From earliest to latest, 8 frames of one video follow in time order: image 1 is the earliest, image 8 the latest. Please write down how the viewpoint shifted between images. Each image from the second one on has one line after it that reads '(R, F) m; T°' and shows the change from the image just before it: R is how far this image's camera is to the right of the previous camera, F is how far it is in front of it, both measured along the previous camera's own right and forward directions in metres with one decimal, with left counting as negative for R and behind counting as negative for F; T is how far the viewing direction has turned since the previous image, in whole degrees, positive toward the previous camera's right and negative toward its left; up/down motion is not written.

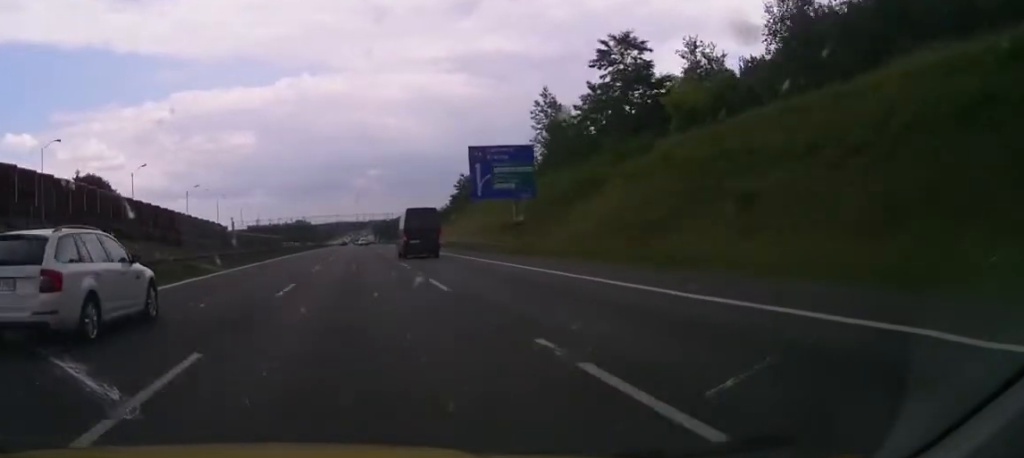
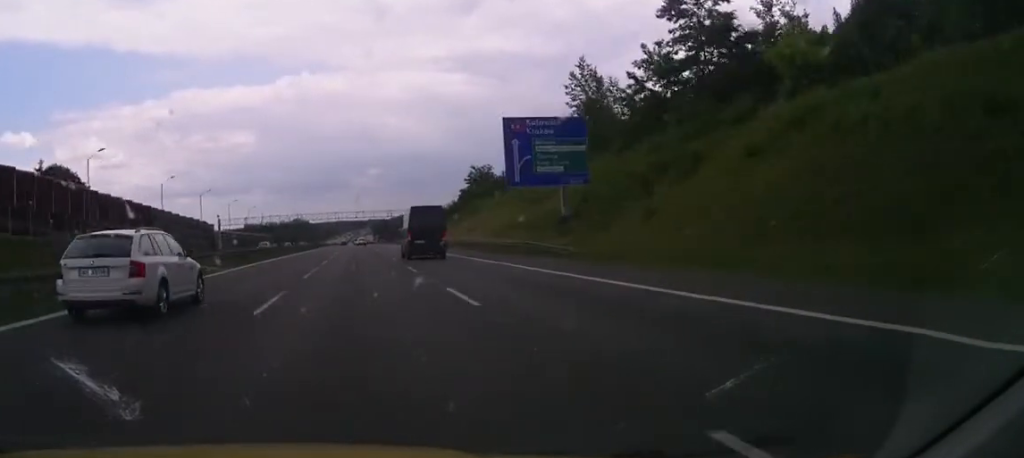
(0.0, +15.9) m; 0°
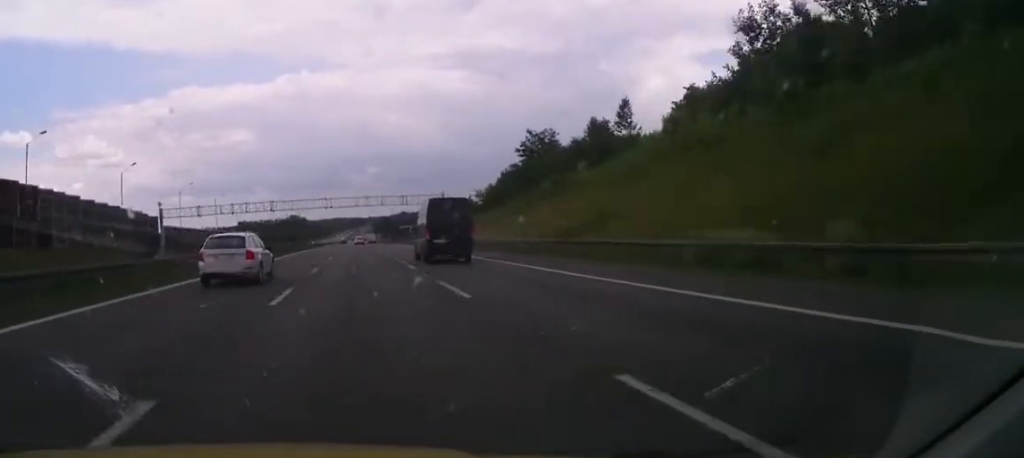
(0.0, +46.4) m; 0°
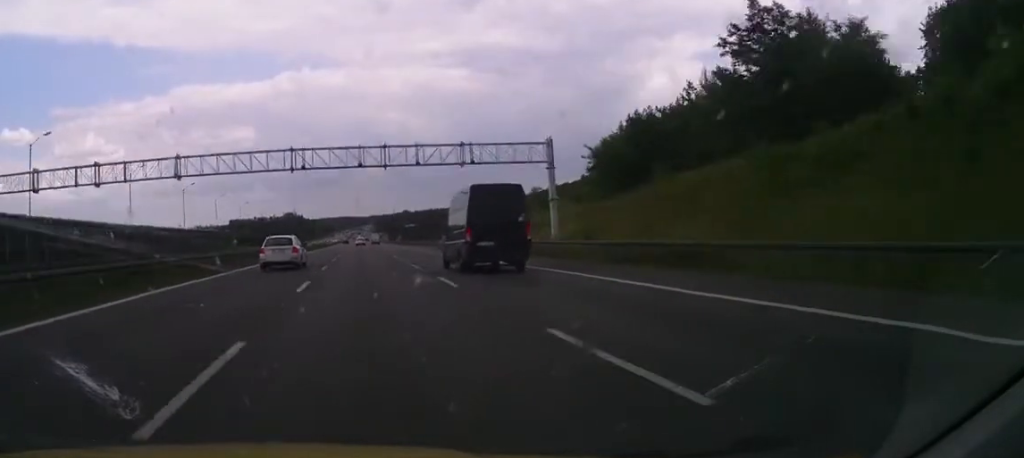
(-0.3, +56.2) m; -1°
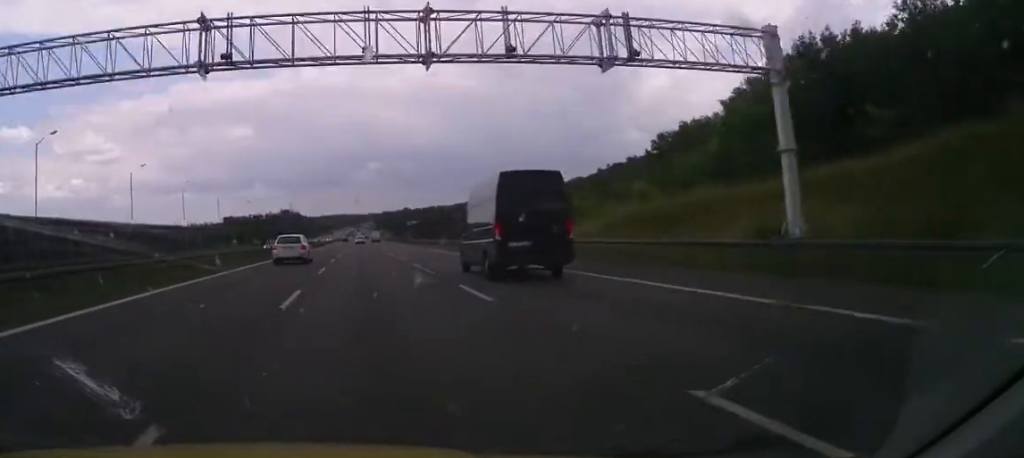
(-0.1, +27.2) m; 0°
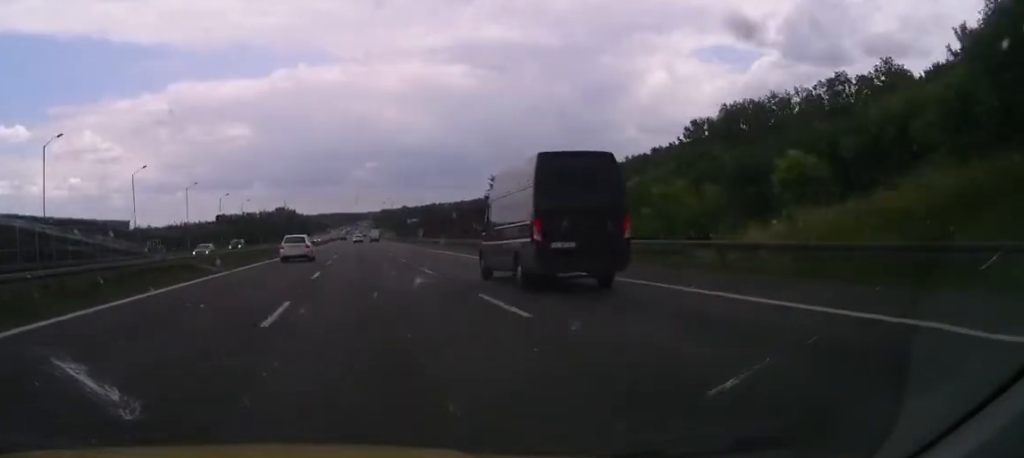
(0.0, +25.8) m; 0°
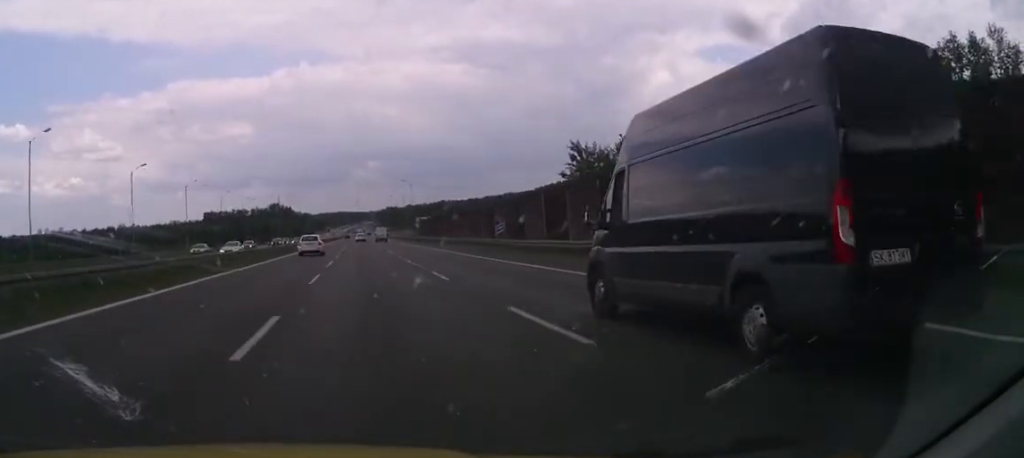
(+0.5, +61.6) m; +1°
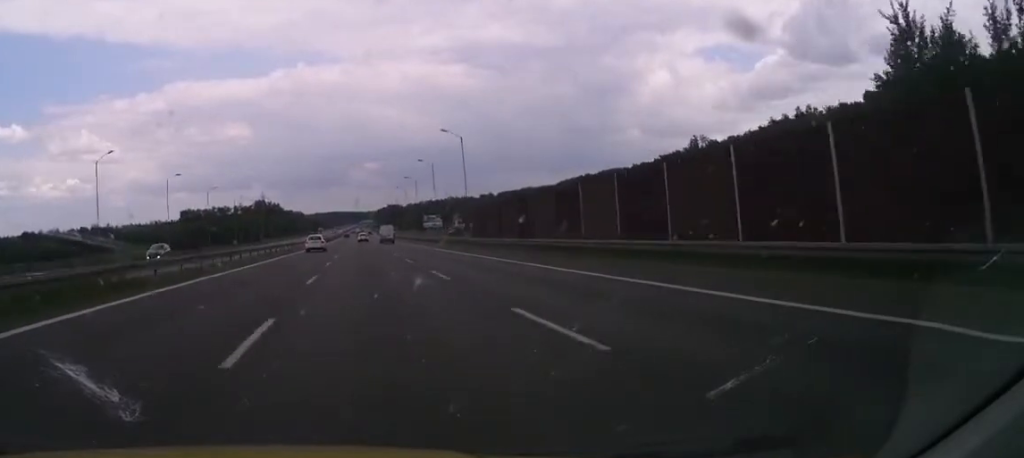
(-0.3, +72.7) m; 0°
